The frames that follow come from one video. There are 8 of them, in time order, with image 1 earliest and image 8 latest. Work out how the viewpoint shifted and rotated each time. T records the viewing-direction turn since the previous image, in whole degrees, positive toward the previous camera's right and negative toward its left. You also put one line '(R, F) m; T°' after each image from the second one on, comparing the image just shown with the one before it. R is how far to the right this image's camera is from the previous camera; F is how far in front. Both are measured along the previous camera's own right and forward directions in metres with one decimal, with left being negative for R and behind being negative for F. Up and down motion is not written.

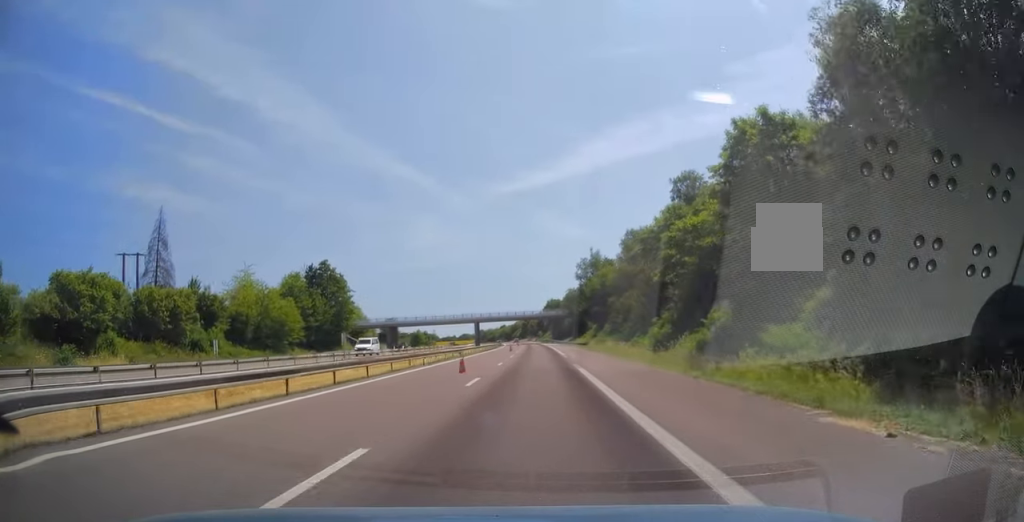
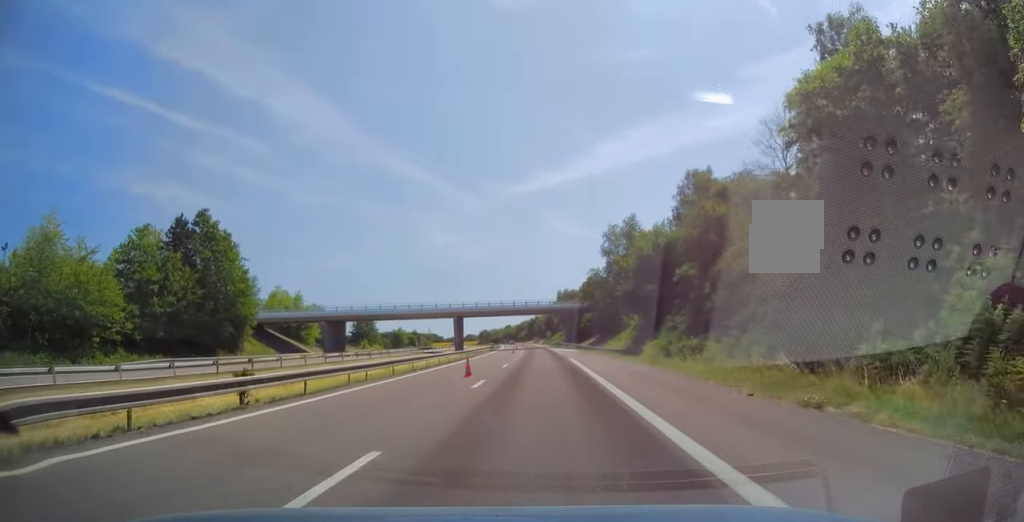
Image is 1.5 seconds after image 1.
(+0.1, +39.3) m; 0°
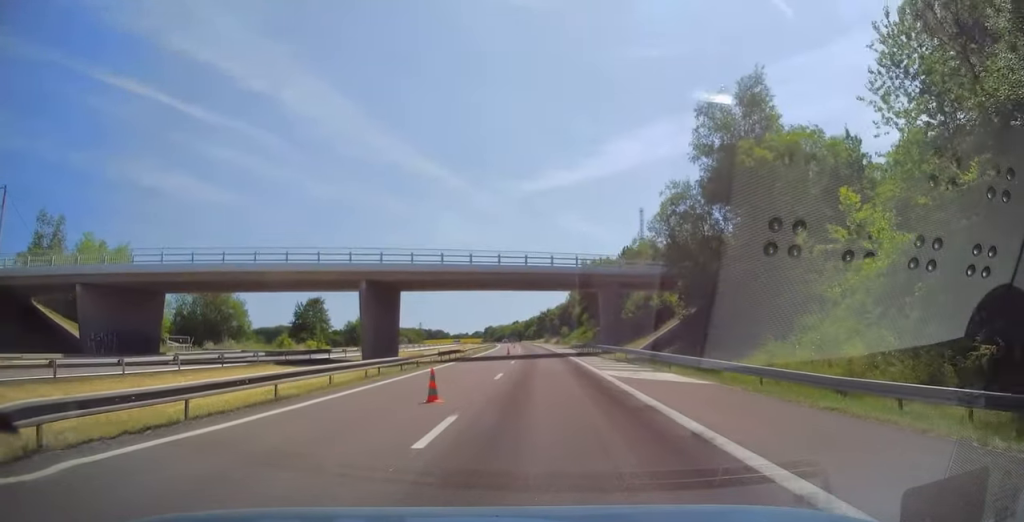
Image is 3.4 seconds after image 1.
(-1.5, +48.8) m; -2°
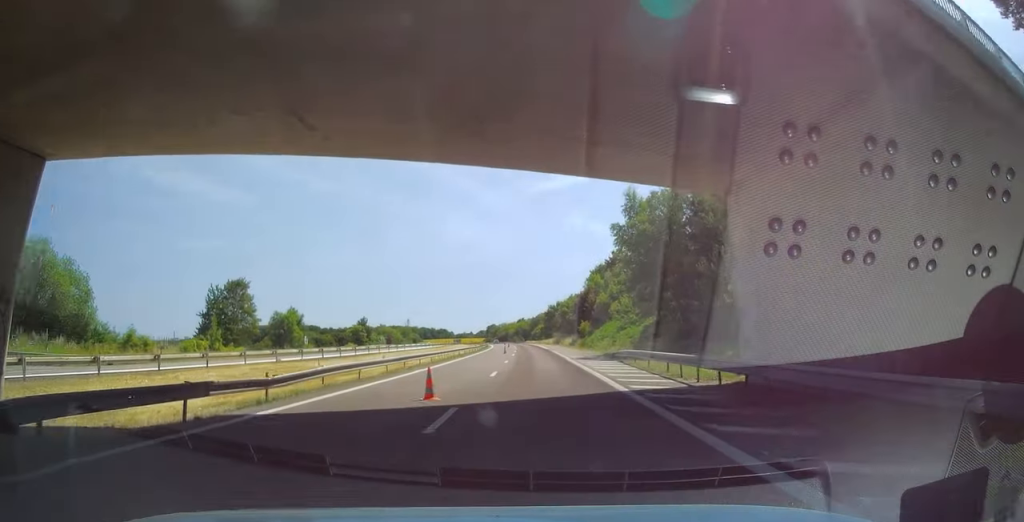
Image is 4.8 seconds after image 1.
(+0.1, +38.0) m; -1°
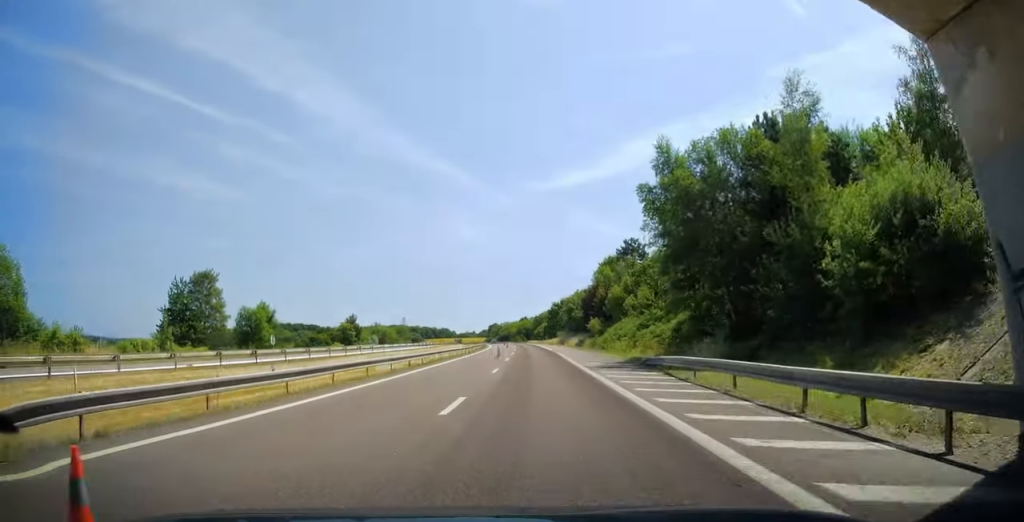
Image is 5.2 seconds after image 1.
(-0.2, +11.0) m; 0°
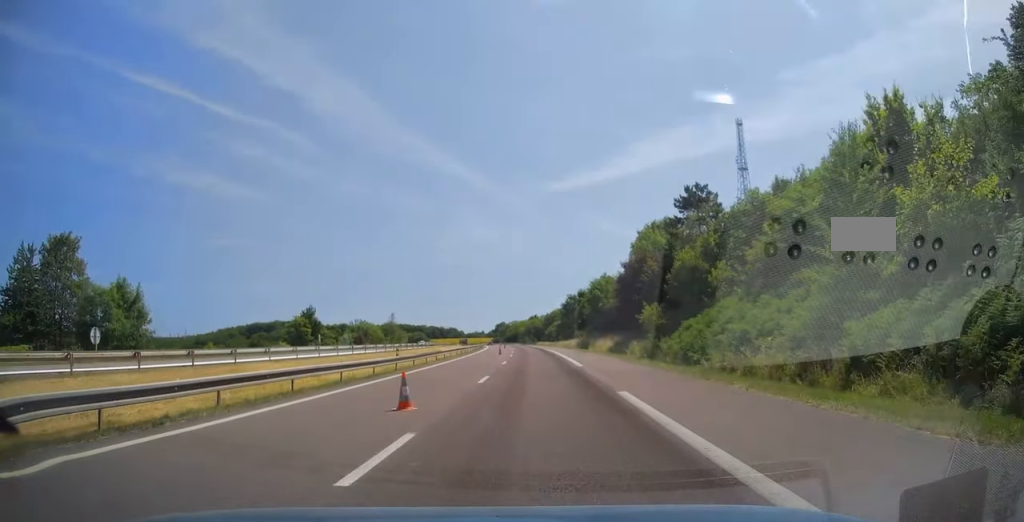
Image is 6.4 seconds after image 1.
(-0.2, +31.5) m; -1°
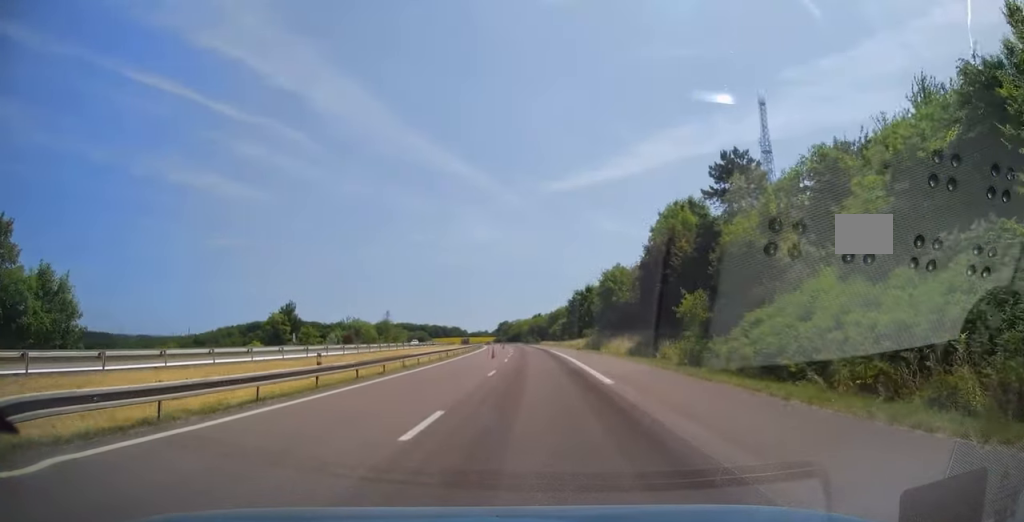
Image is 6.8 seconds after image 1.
(-0.1, +10.4) m; 0°
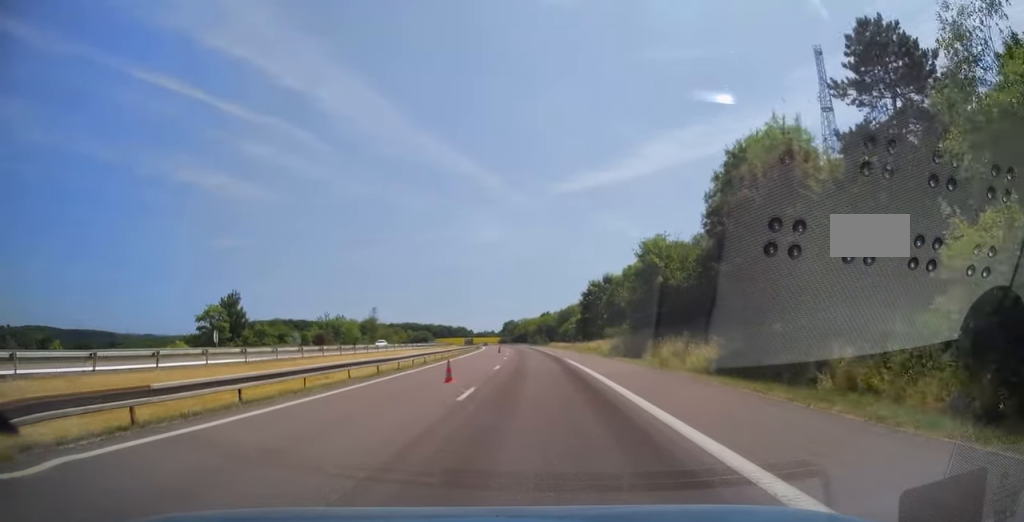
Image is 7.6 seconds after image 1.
(-0.2, +20.7) m; -1°
